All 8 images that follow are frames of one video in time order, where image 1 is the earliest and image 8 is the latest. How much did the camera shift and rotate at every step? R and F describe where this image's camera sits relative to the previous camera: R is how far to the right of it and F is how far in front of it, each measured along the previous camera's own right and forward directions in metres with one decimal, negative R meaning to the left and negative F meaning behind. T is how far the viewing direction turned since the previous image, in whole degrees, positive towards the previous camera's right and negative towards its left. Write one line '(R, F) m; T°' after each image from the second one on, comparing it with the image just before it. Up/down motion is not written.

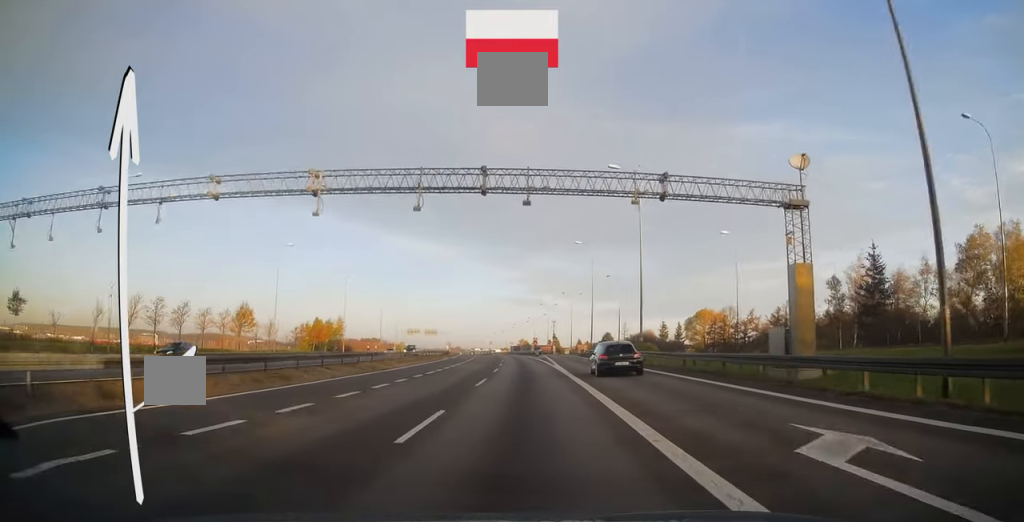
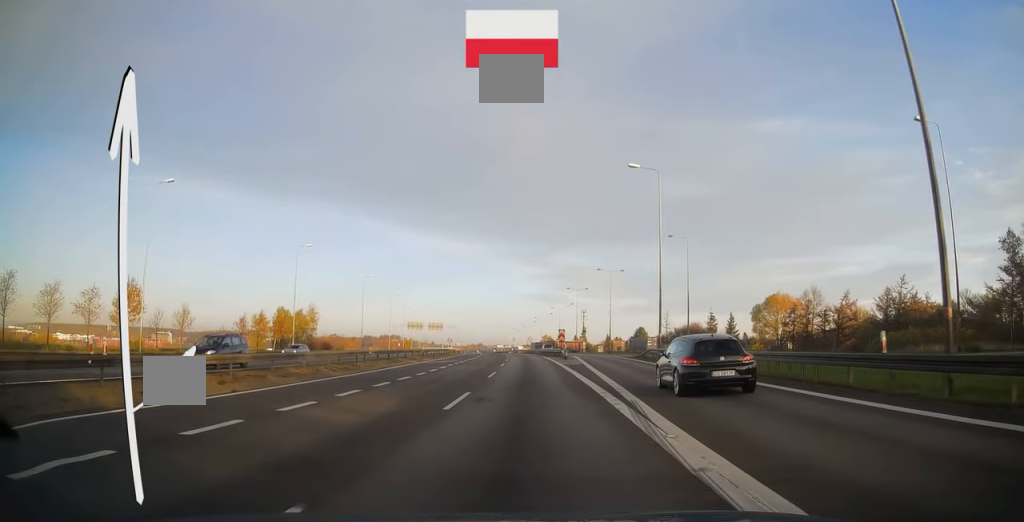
(-0.5, +32.0) m; -2°
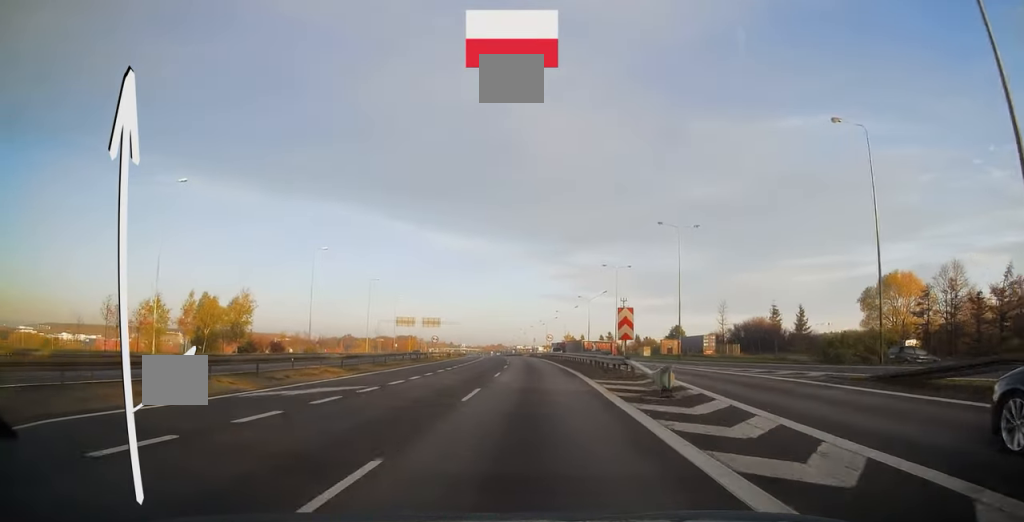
(-0.7, +34.2) m; -2°
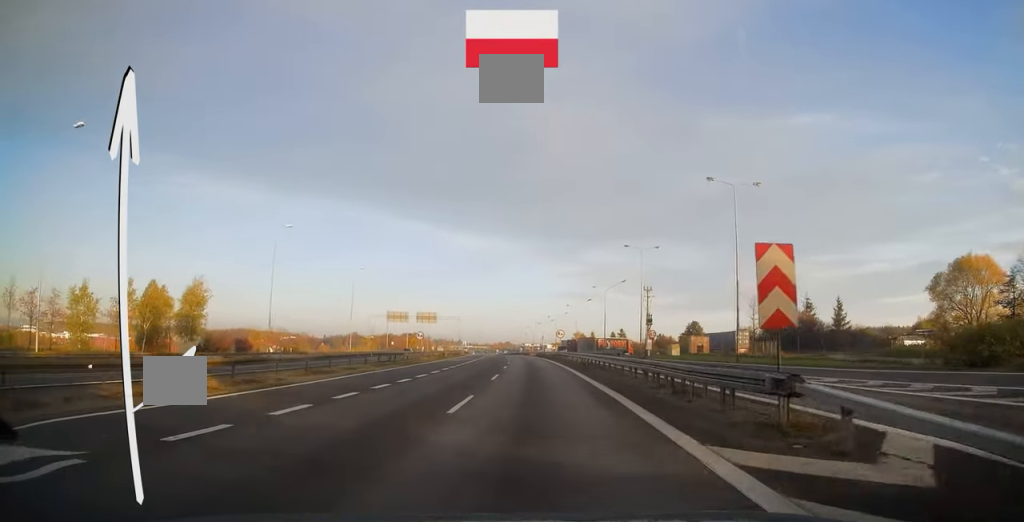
(0.0, +14.4) m; -1°
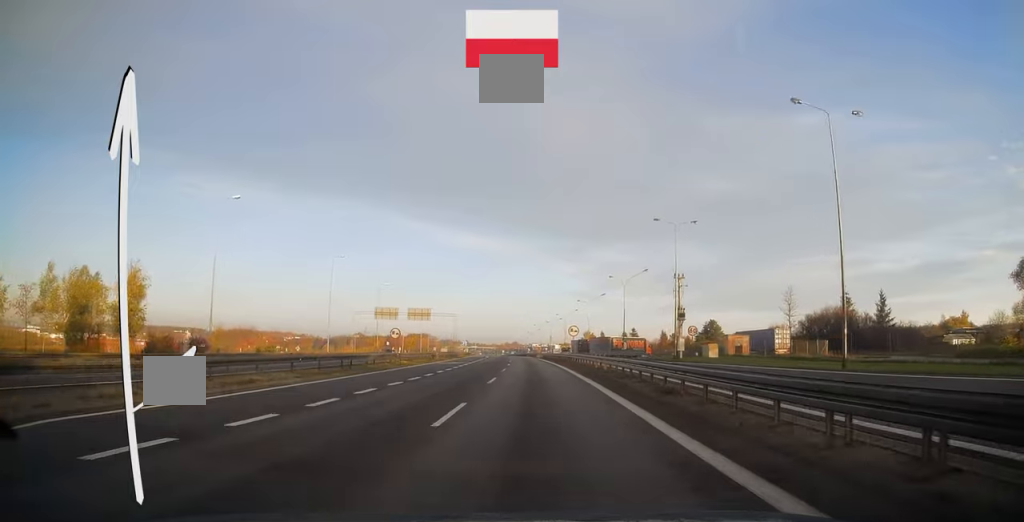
(-0.2, +13.9) m; -1°
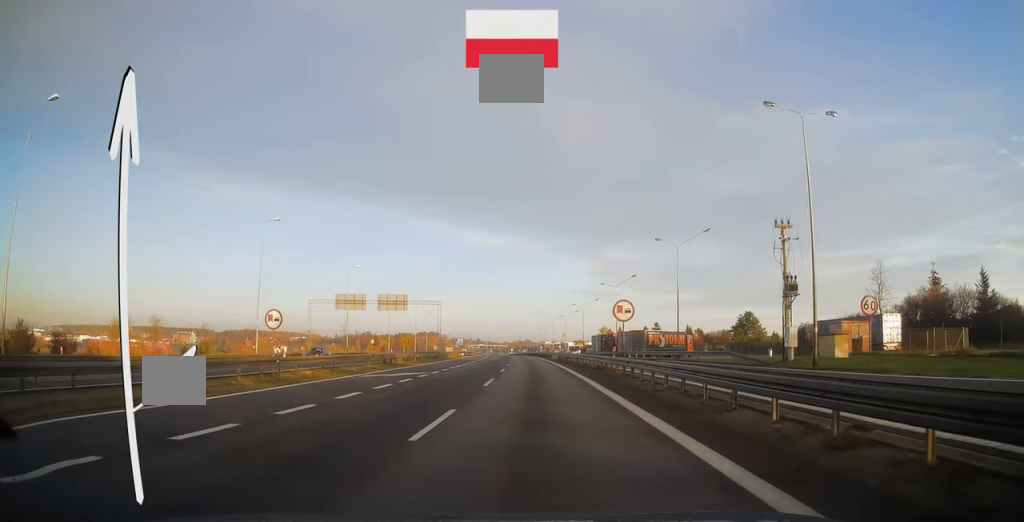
(-0.3, +25.7) m; -1°
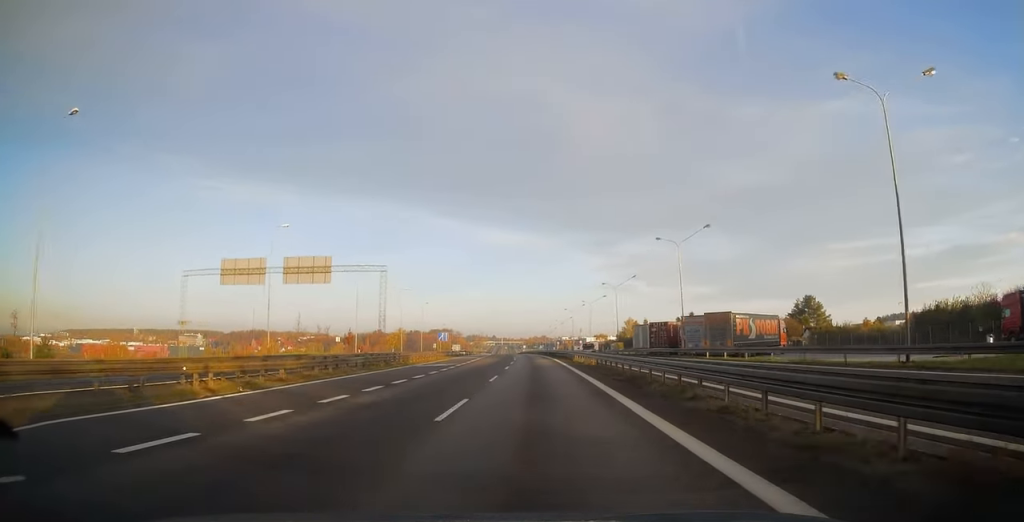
(-0.4, +33.2) m; -1°
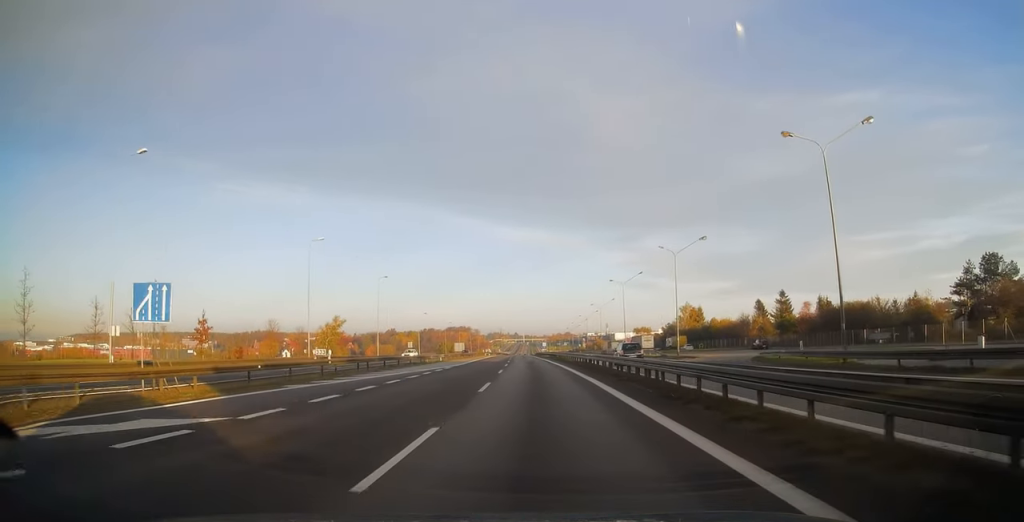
(-1.6, +63.5) m; -2°
